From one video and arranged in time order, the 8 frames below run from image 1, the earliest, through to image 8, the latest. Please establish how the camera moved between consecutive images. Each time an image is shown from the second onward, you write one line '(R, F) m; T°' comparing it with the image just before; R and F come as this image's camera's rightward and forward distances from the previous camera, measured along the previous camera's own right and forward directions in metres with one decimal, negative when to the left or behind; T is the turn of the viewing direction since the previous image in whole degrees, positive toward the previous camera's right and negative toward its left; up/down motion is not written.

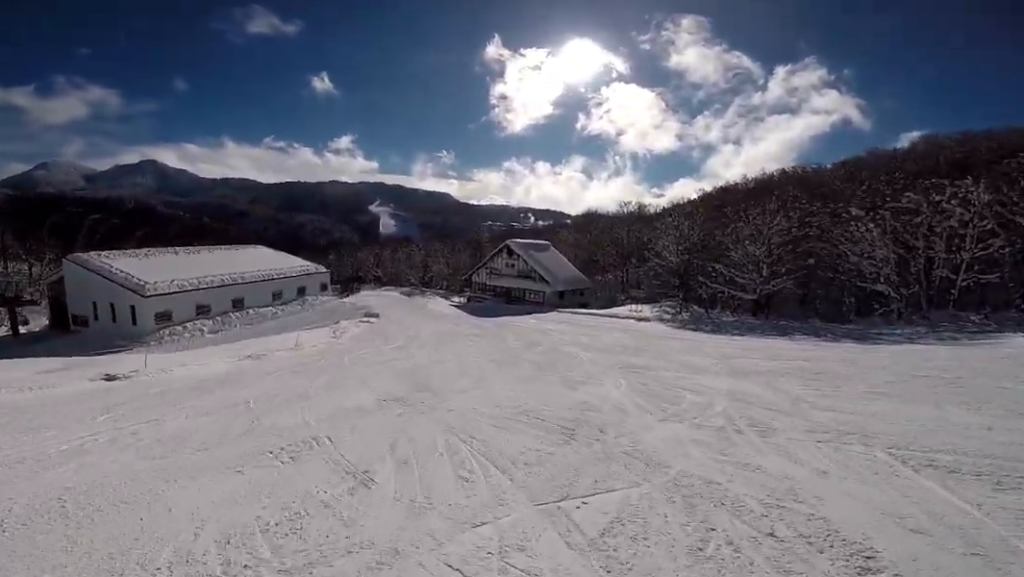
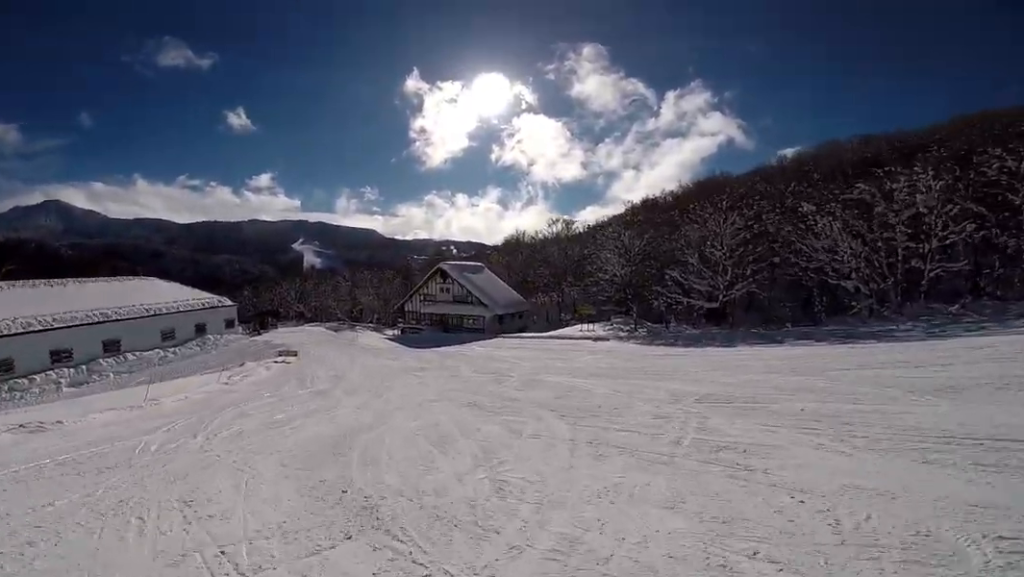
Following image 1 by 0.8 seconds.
(-0.1, +8.8) m; 0°
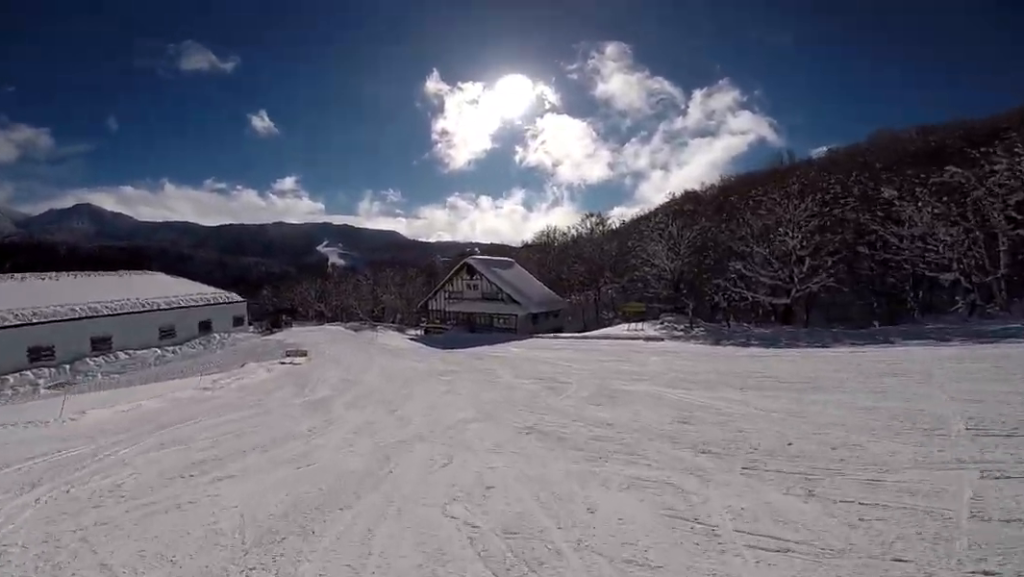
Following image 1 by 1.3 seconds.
(+0.1, +5.2) m; +1°
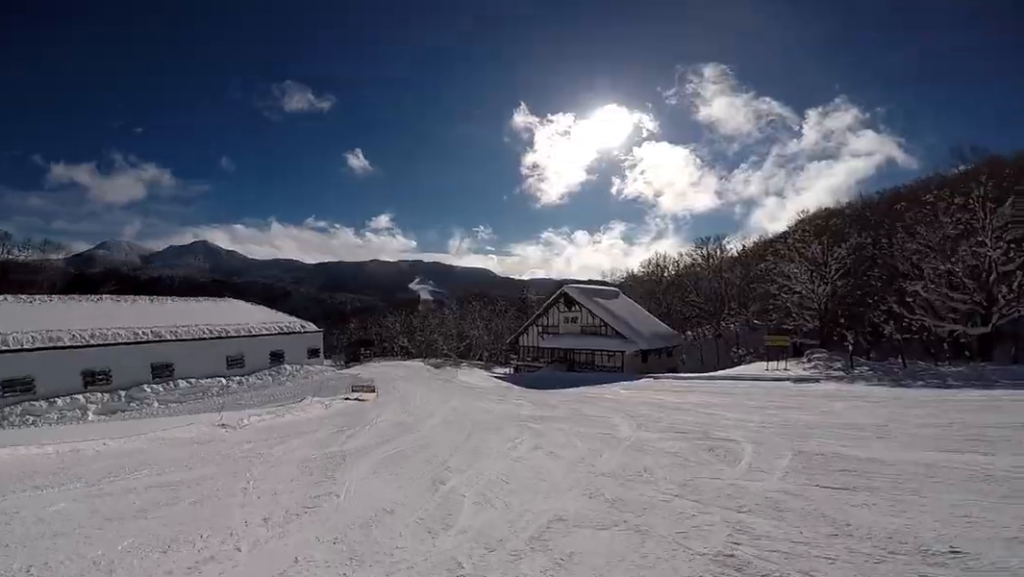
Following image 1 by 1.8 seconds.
(0.0, +5.1) m; 0°
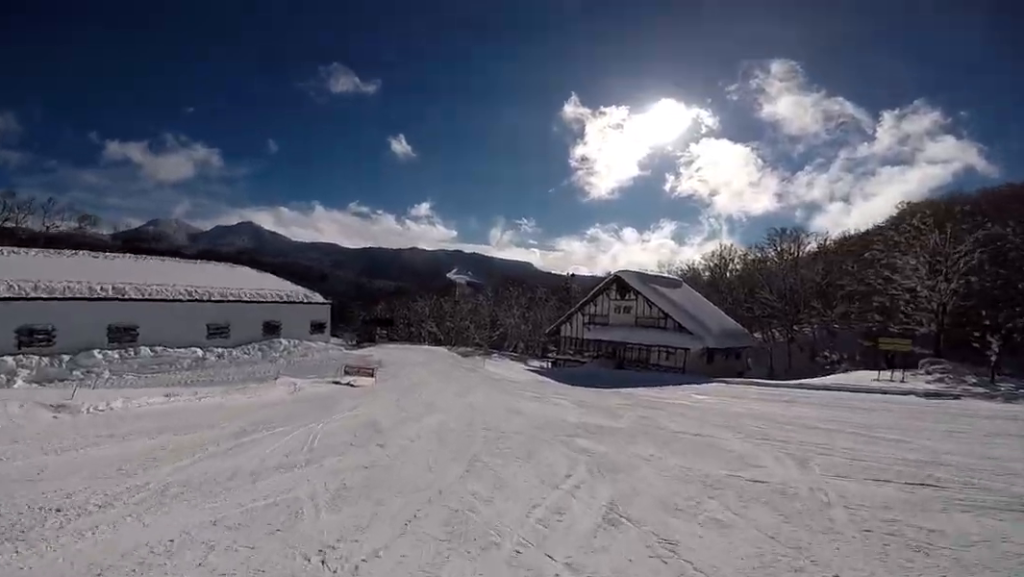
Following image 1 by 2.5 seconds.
(0.0, +7.0) m; -2°
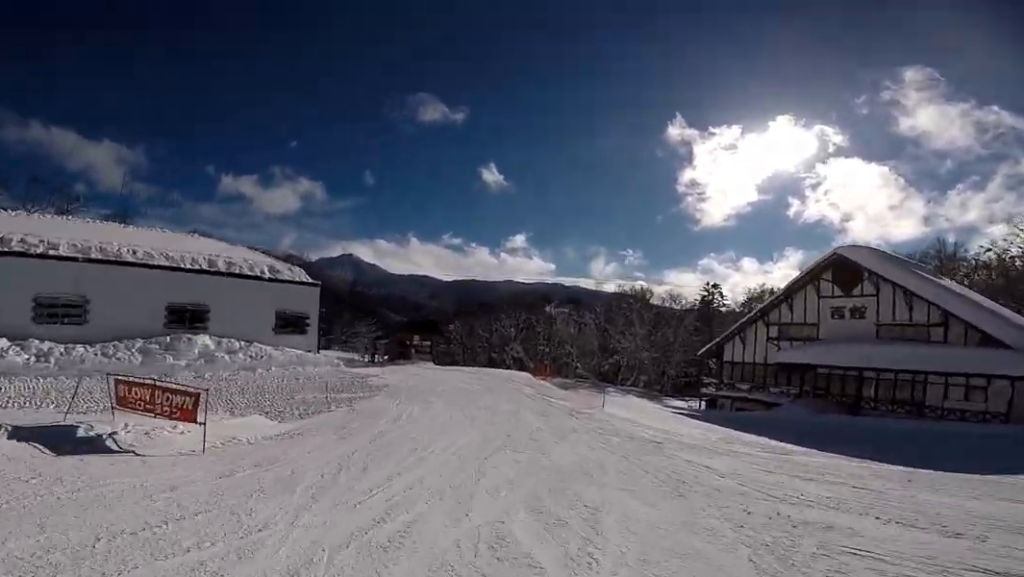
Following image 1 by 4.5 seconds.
(-2.2, +17.7) m; -14°
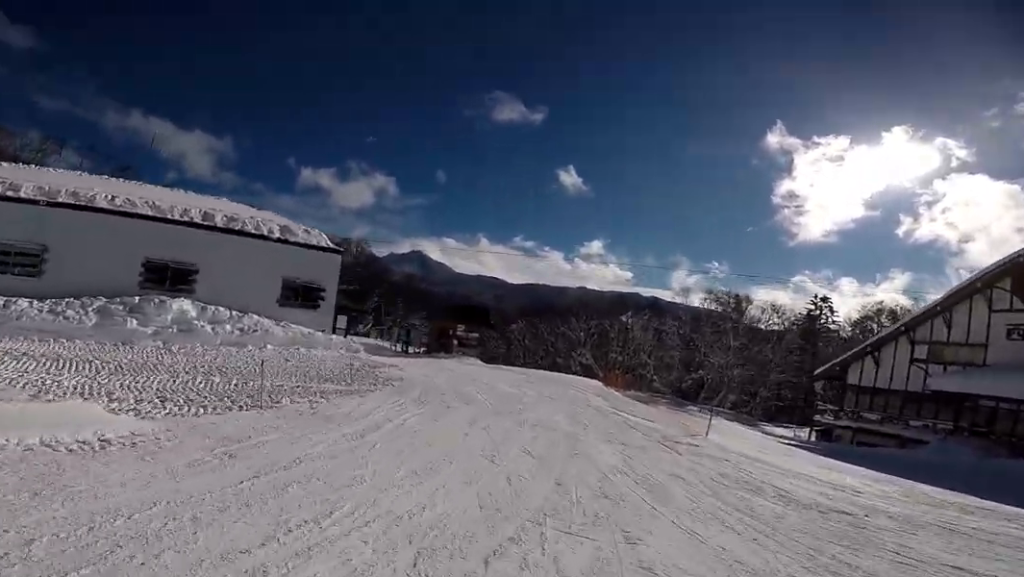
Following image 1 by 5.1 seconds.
(+0.2, +4.6) m; -5°
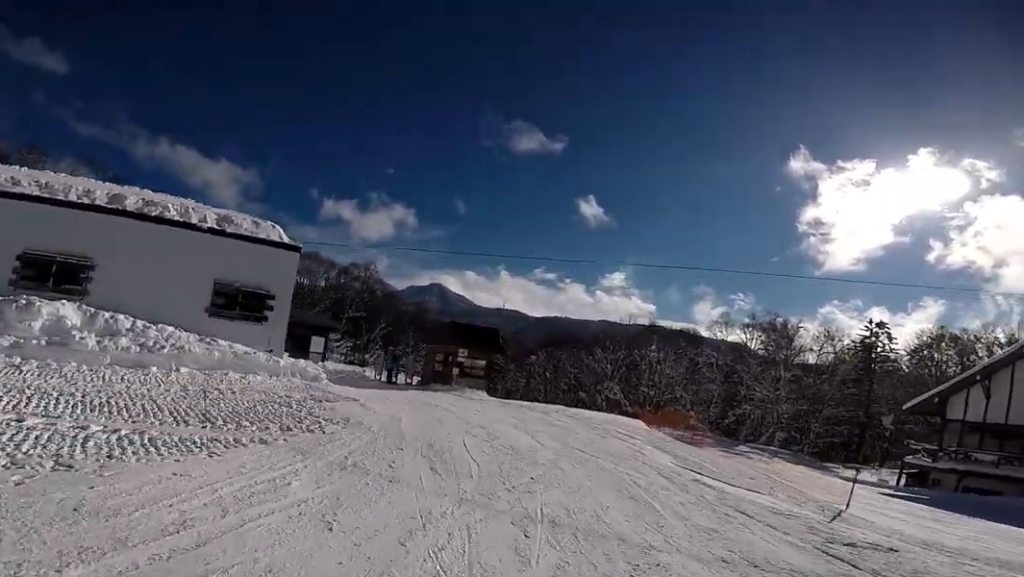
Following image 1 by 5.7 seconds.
(-0.4, +4.5) m; -7°
